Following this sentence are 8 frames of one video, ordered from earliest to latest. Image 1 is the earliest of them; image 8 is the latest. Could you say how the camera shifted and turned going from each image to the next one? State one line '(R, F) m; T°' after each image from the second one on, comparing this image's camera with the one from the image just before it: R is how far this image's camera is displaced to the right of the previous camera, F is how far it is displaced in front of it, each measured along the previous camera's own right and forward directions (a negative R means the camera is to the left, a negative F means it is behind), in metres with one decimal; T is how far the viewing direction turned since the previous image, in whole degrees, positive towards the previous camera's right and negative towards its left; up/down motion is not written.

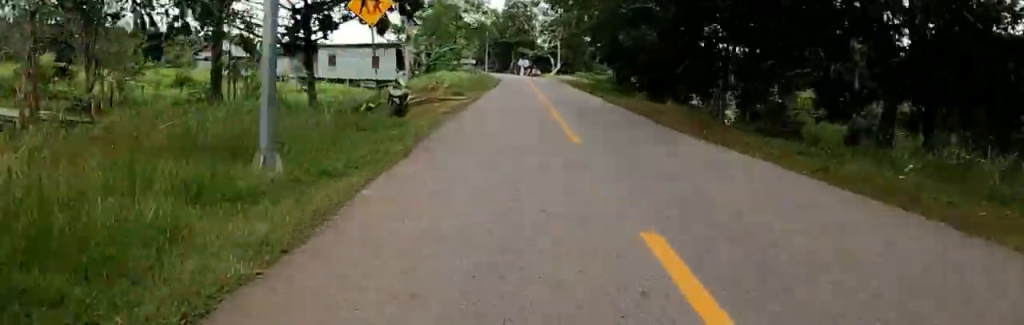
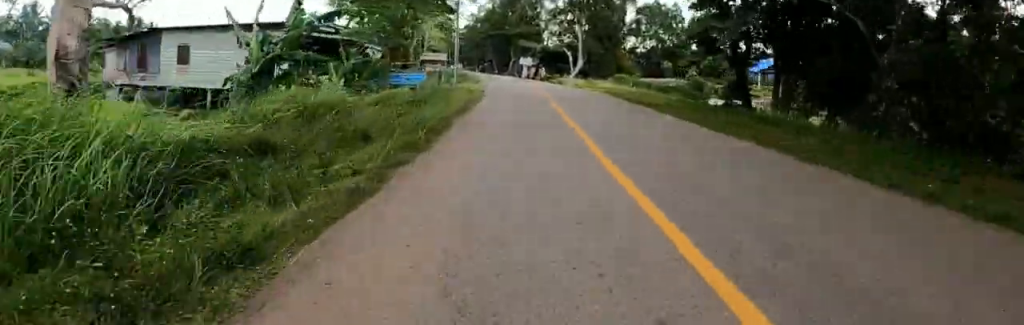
(0.0, +27.0) m; 0°
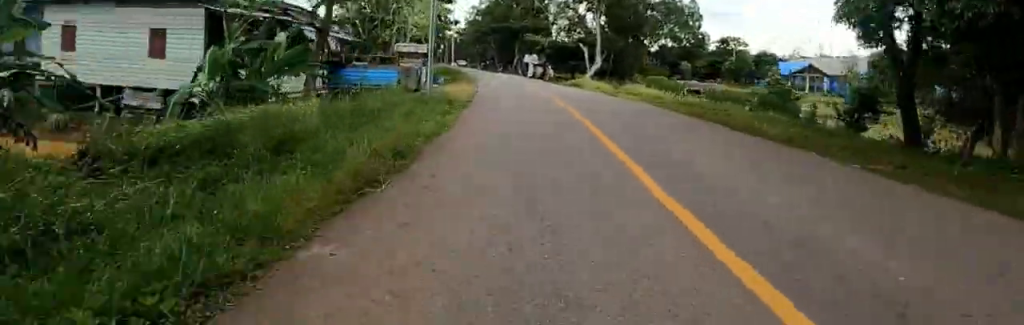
(0.0, +10.1) m; +1°
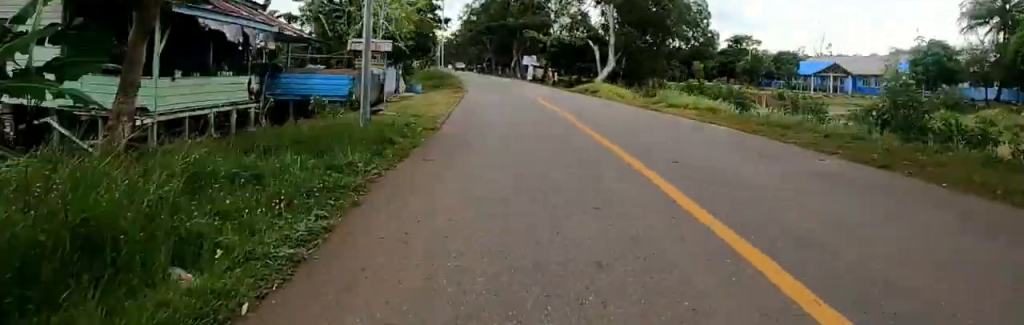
(-0.1, +7.5) m; +1°
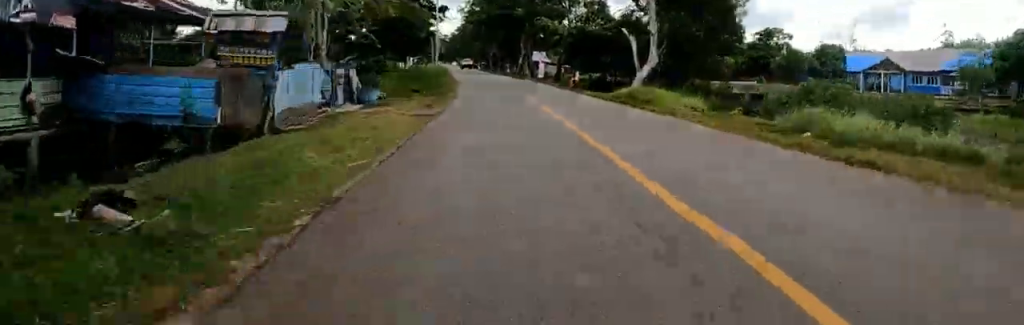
(+0.2, +10.8) m; 0°
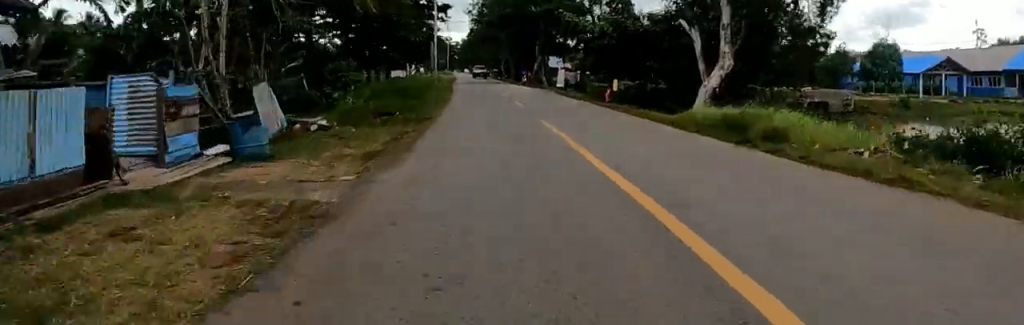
(-0.1, +9.0) m; -1°
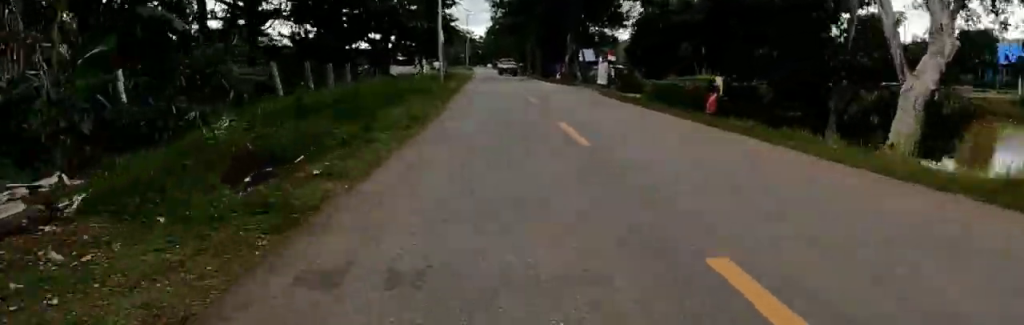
(-0.1, +10.2) m; -2°
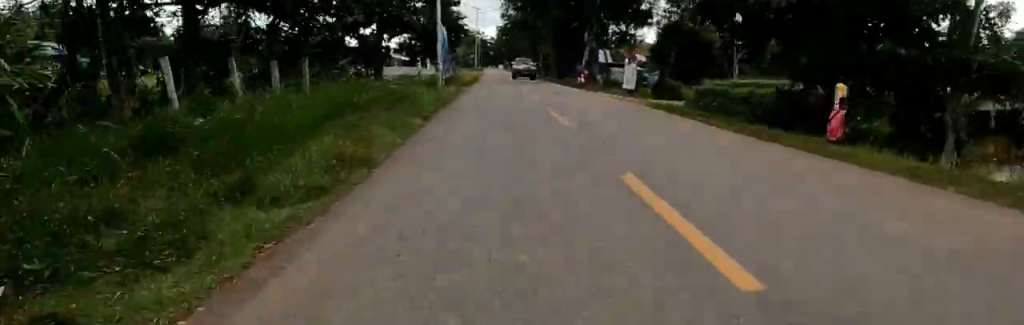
(+0.1, +5.8) m; -3°
